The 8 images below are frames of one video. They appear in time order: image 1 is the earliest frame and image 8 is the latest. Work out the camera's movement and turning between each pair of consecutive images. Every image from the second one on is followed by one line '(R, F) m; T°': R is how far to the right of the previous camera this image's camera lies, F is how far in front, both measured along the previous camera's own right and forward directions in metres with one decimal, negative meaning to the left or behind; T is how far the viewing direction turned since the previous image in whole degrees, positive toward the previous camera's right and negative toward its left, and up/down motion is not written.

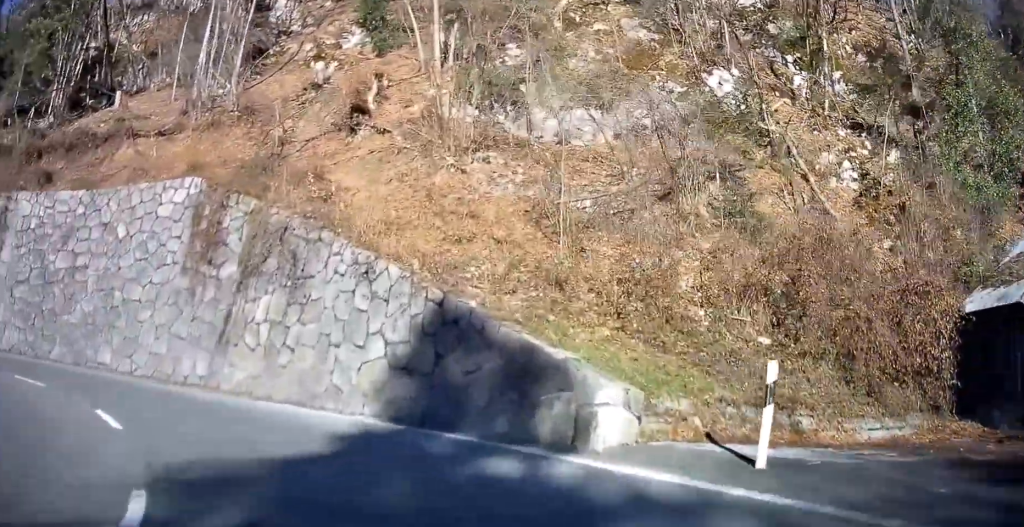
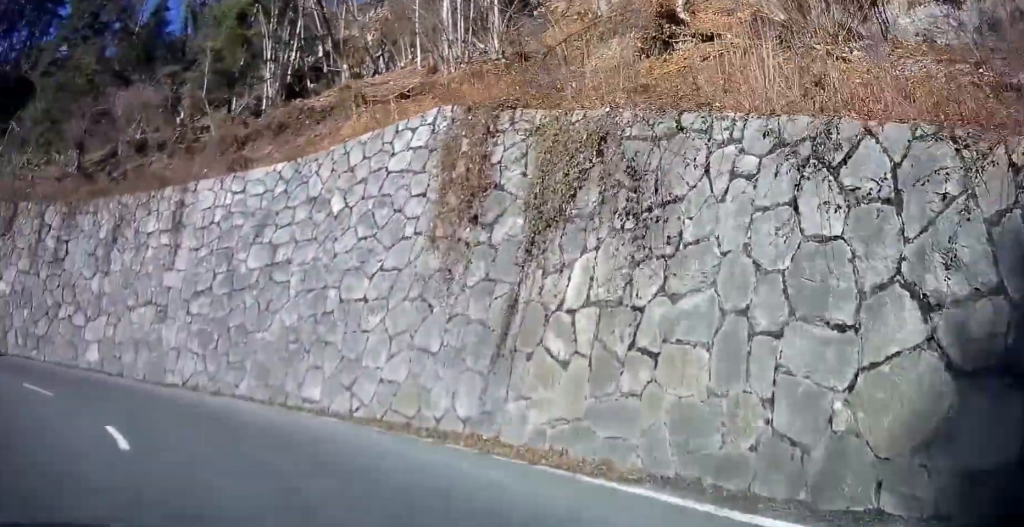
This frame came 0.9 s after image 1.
(-1.8, +8.1) m; -28°
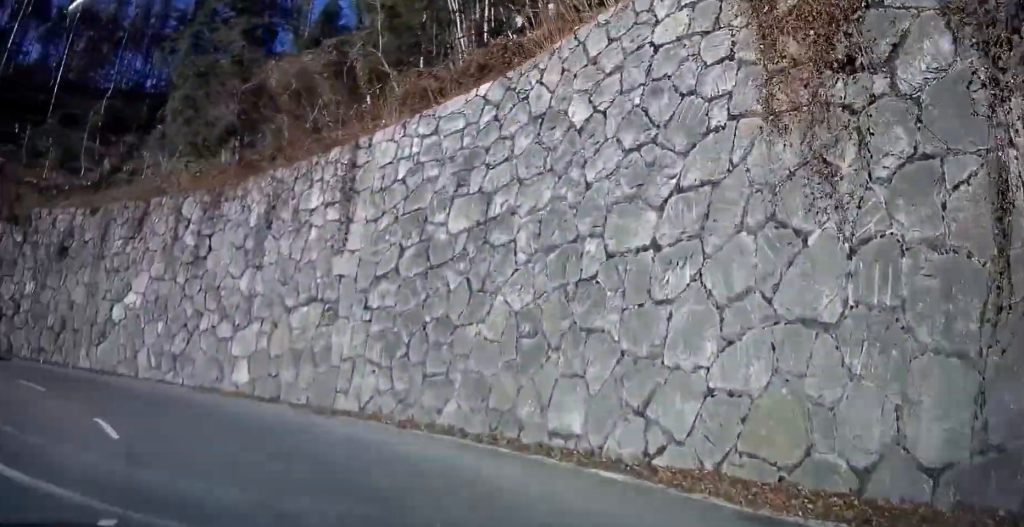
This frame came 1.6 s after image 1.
(-1.3, +5.8) m; -21°
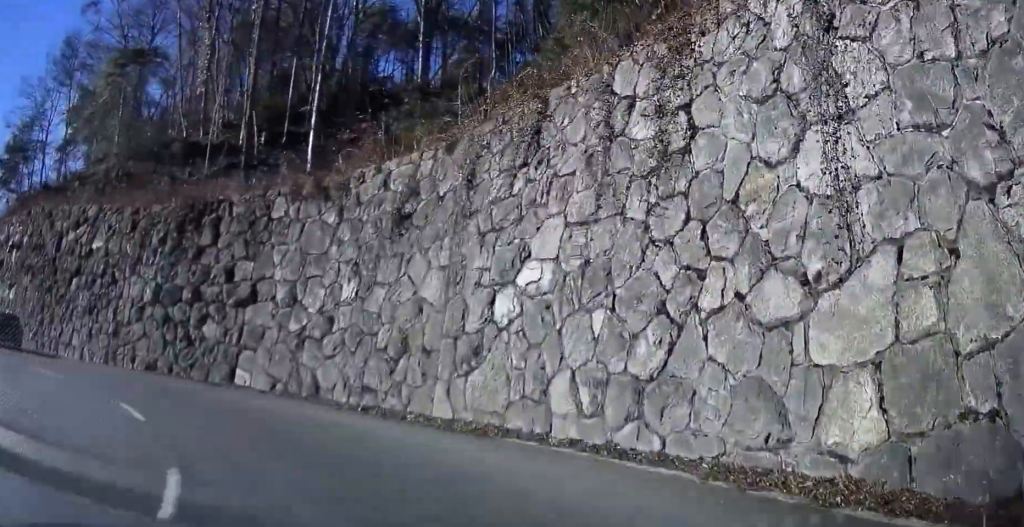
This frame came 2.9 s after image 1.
(-3.5, +10.4) m; -39°
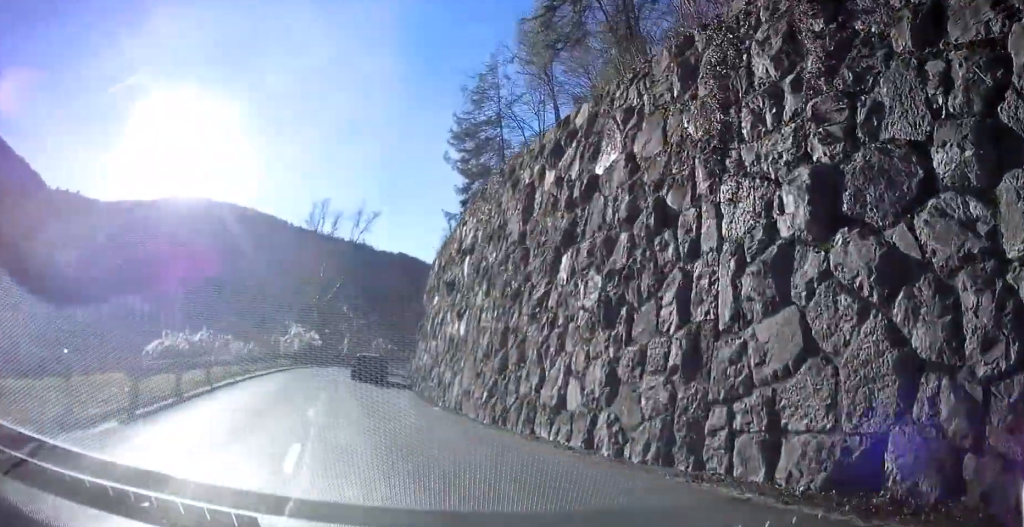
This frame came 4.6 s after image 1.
(-6.5, +13.4) m; -48°
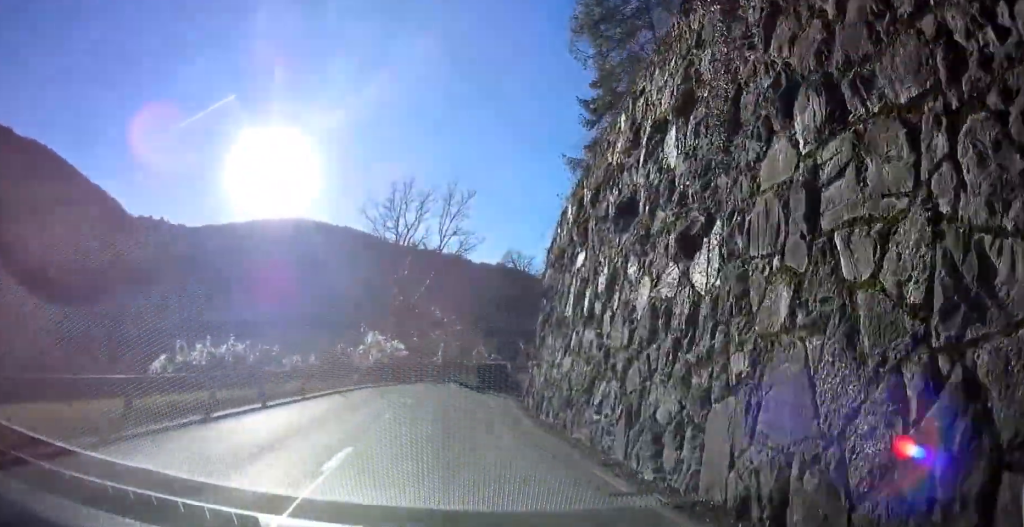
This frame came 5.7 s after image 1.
(-2.5, +10.2) m; -18°
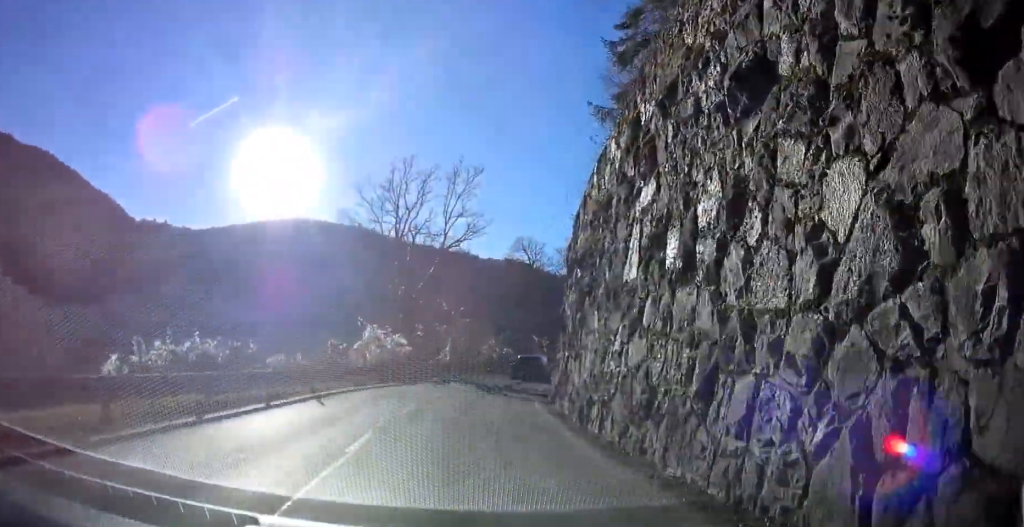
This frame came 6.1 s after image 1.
(-0.2, +4.3) m; -2°
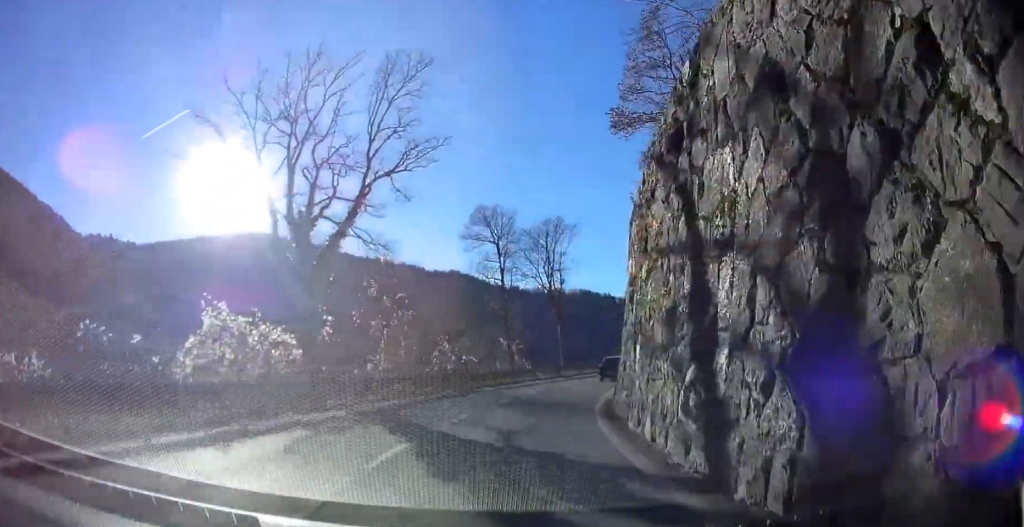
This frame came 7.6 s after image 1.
(-0.2, +17.8) m; +3°
